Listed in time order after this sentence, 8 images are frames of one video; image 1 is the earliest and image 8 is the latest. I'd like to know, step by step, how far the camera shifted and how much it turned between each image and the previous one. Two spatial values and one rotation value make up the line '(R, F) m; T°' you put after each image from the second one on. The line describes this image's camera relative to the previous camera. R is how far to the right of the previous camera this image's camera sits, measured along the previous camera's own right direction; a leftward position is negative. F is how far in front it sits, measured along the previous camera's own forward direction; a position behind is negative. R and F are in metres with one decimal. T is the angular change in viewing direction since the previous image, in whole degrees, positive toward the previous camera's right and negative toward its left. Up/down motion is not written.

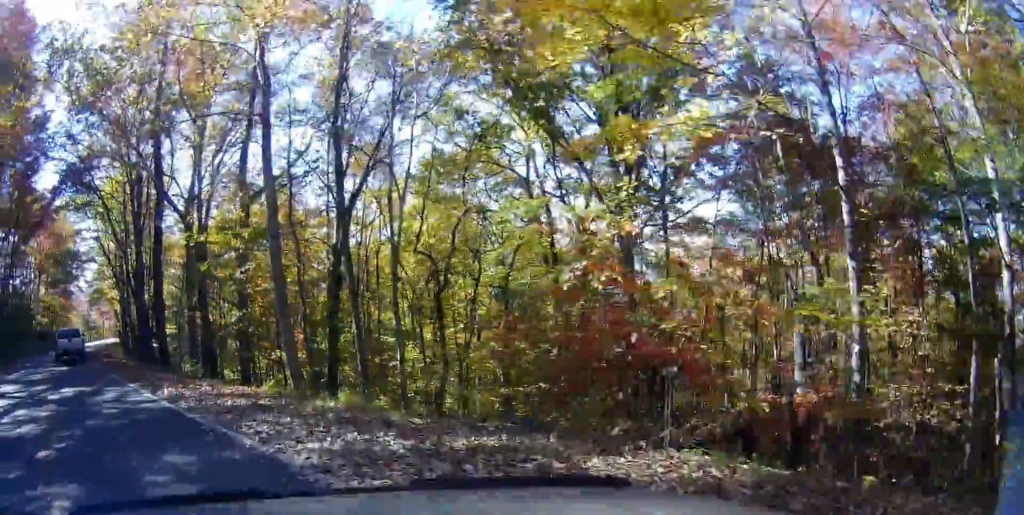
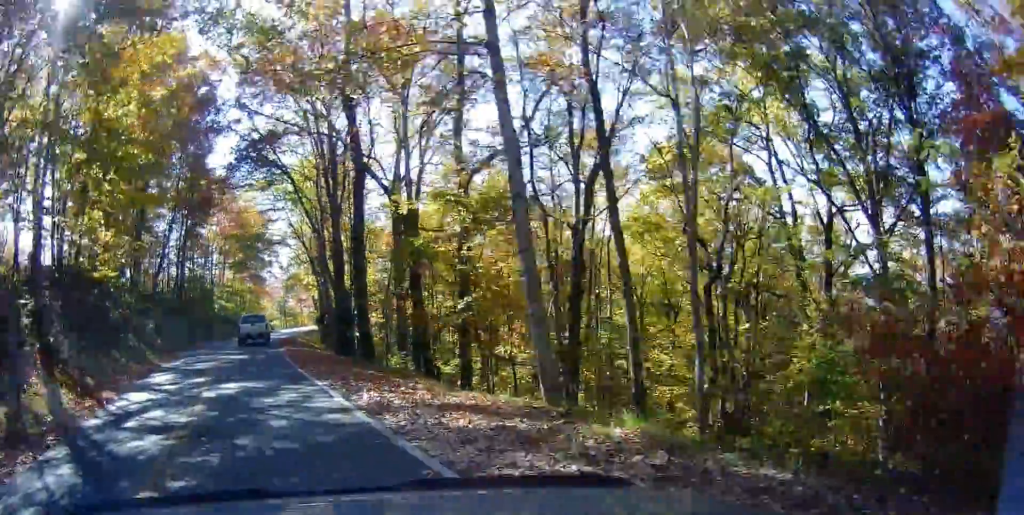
(-0.9, +2.5) m; -17°
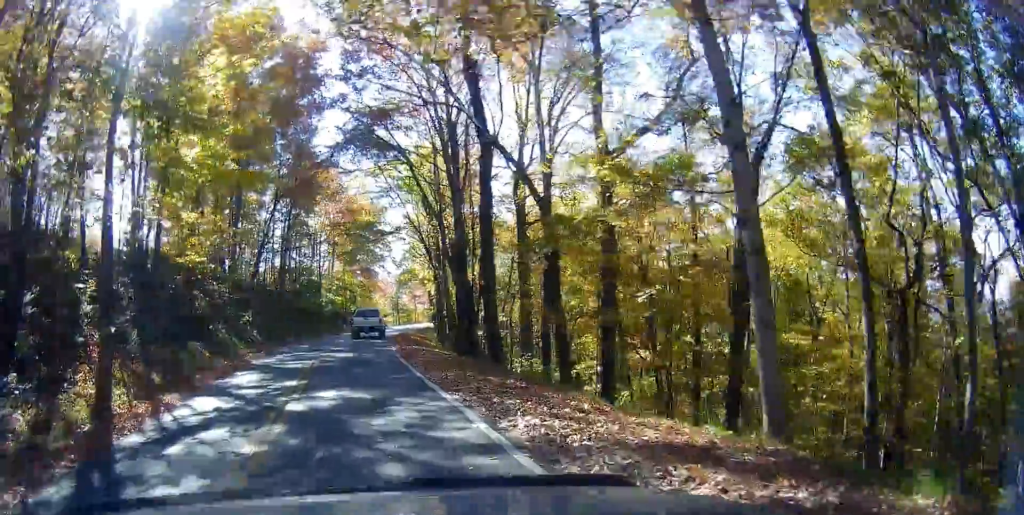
(-0.6, +2.4) m; -10°
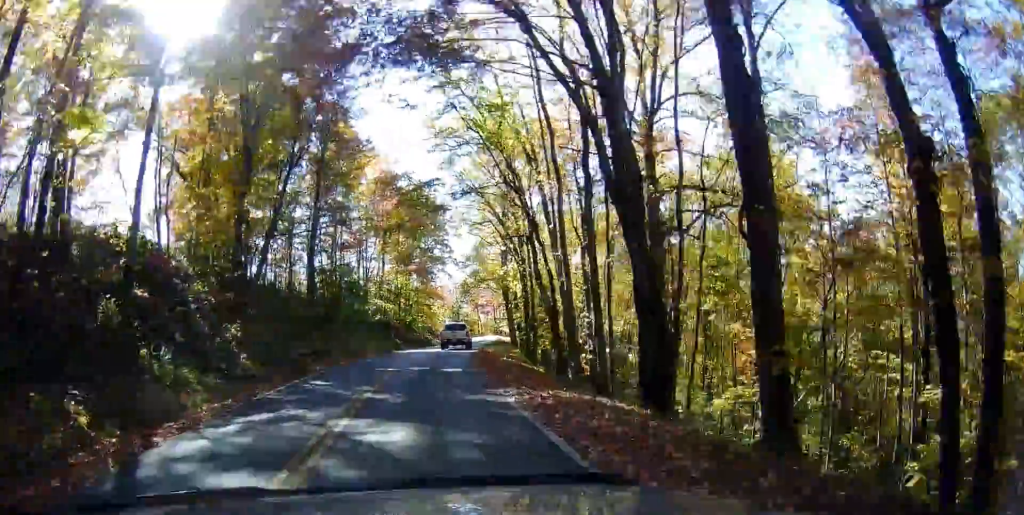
(+0.1, +9.0) m; +3°
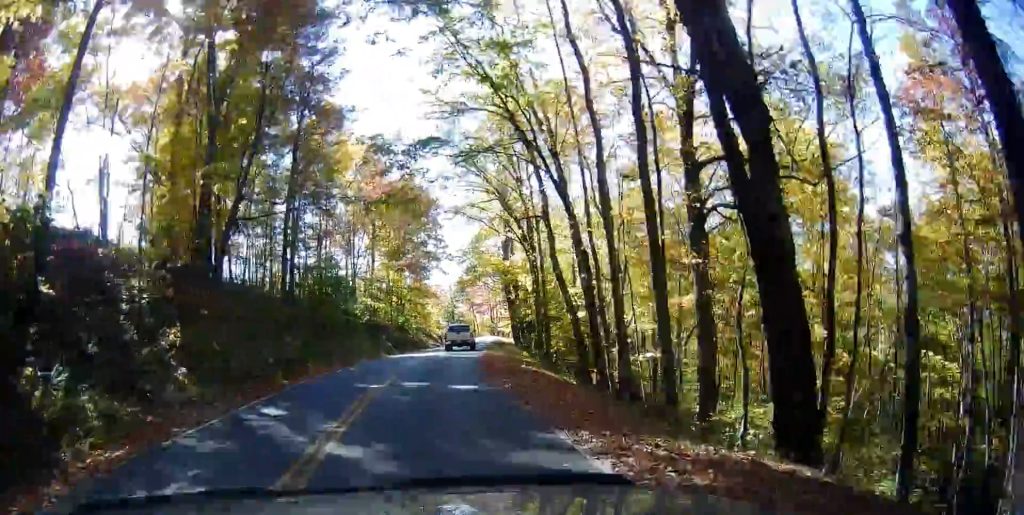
(+0.3, +3.3) m; +3°
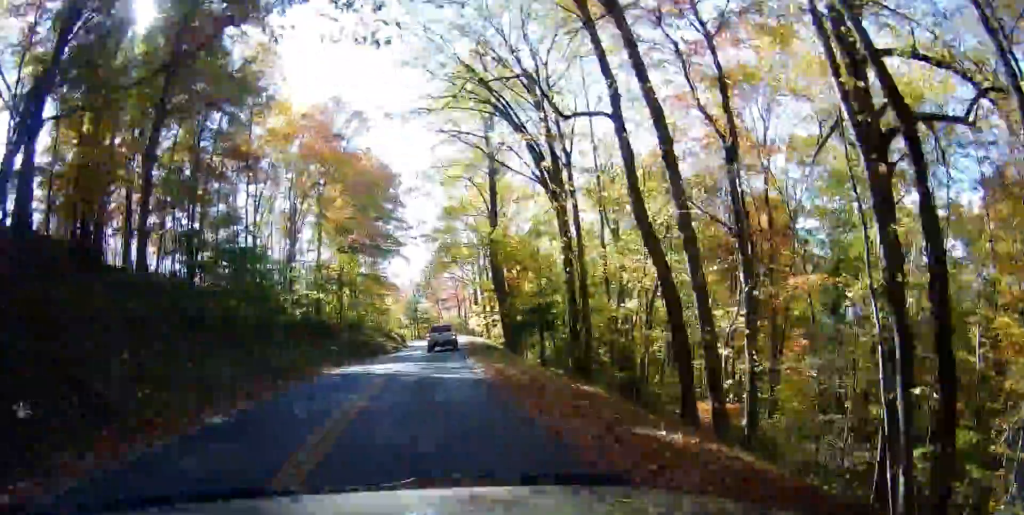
(+0.2, +8.5) m; +1°
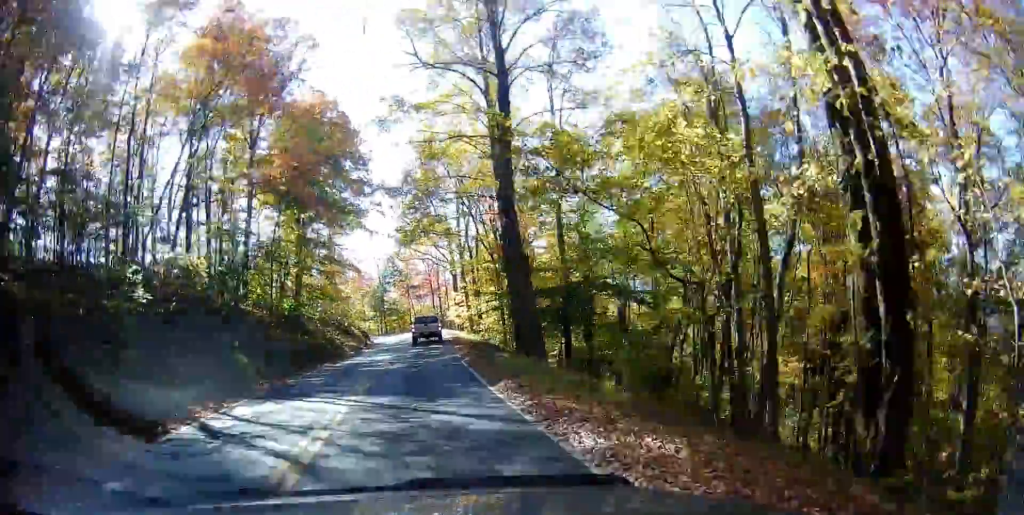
(-0.7, +11.0) m; -7°
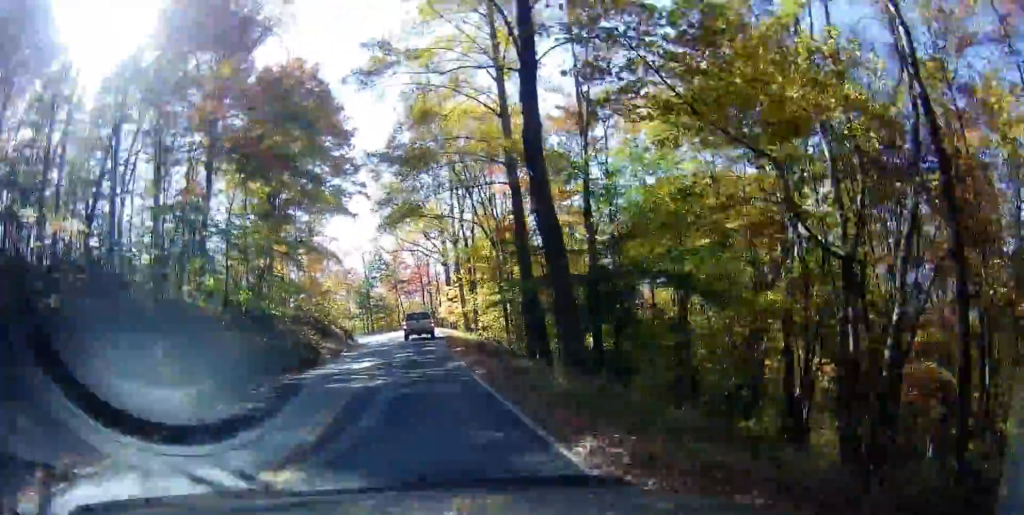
(-0.6, +5.2) m; 0°
